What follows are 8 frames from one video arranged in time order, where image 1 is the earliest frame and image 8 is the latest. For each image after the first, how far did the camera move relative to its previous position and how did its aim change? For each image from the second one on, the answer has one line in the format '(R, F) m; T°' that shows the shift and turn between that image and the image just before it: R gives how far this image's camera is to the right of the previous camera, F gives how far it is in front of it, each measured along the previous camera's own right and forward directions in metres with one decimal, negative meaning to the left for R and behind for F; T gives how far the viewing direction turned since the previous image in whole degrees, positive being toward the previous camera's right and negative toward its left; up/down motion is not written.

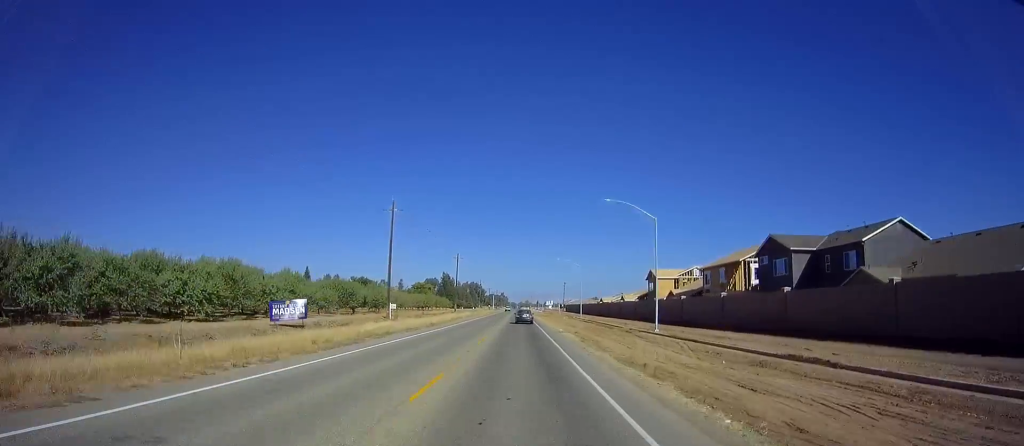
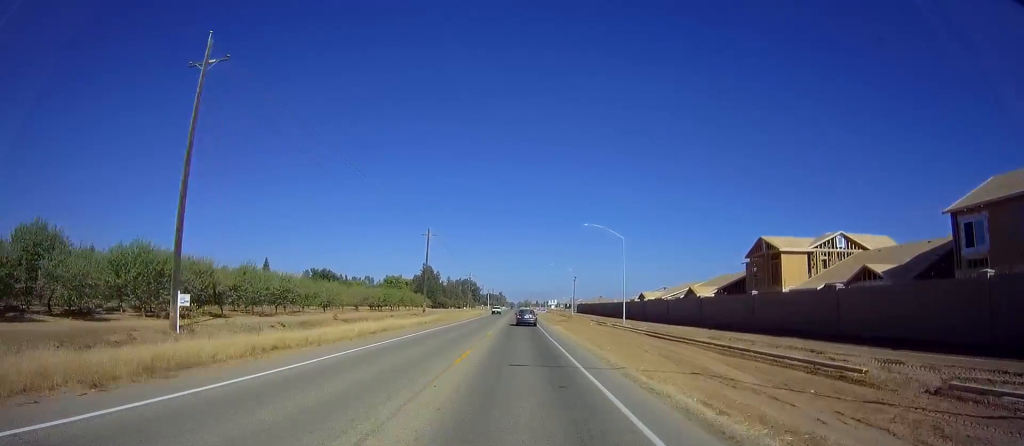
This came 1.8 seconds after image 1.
(0.0, +37.5) m; -1°
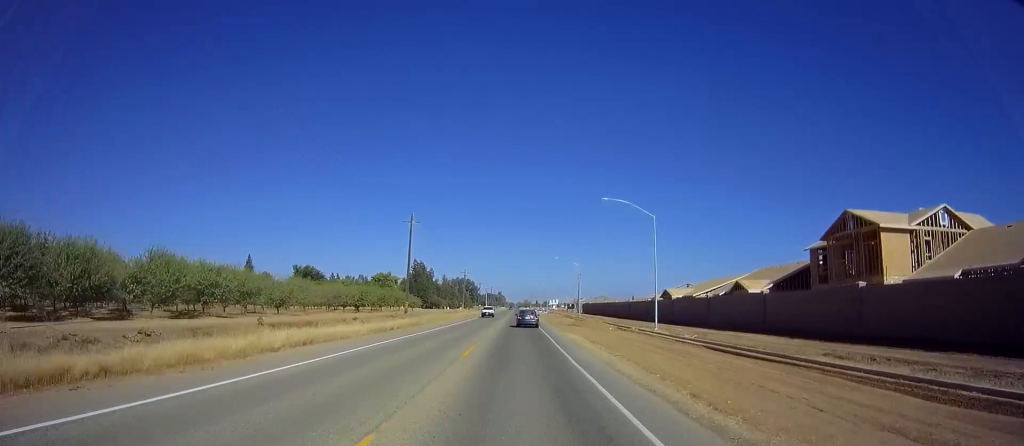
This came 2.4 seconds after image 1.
(0.0, +12.7) m; 0°
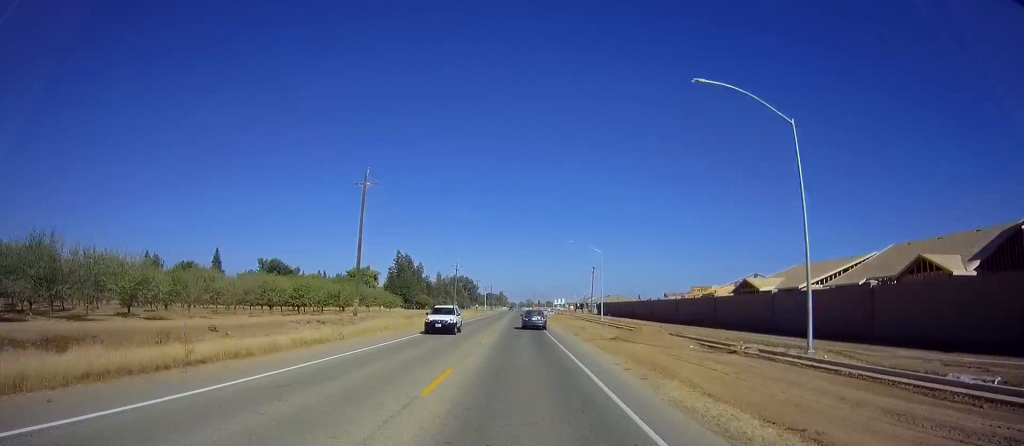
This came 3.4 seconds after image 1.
(0.0, +22.4) m; 0°
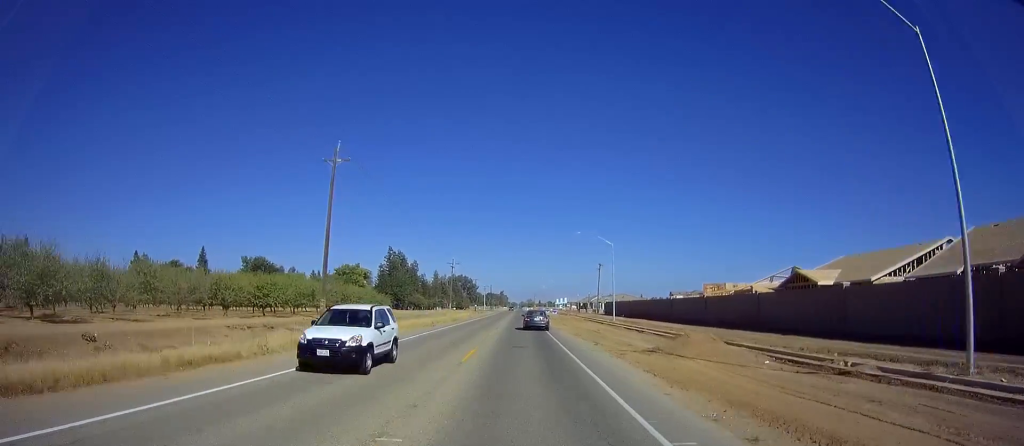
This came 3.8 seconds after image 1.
(0.0, +8.3) m; 0°
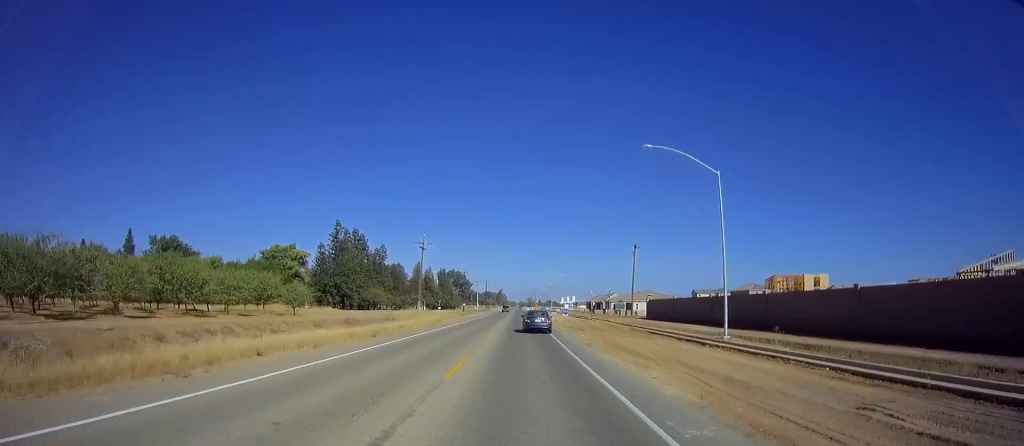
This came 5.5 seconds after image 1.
(+0.1, +33.4) m; 0°
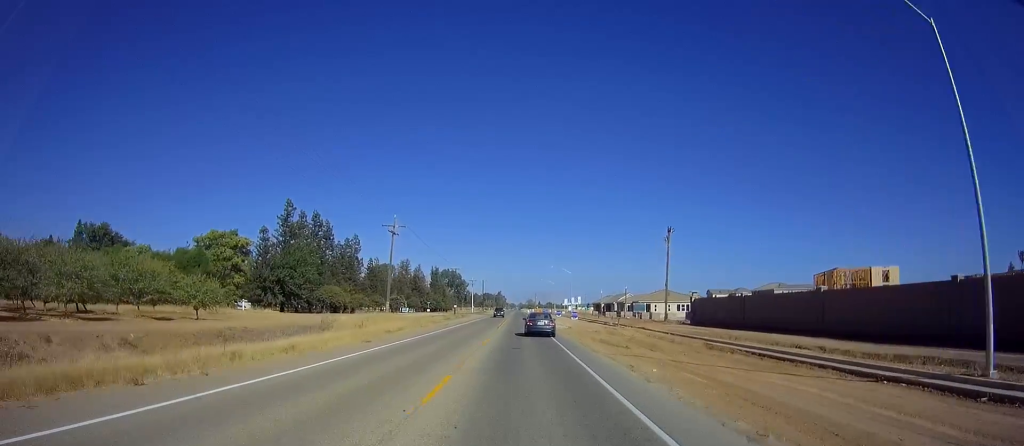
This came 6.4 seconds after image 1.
(-0.1, +17.8) m; 0°
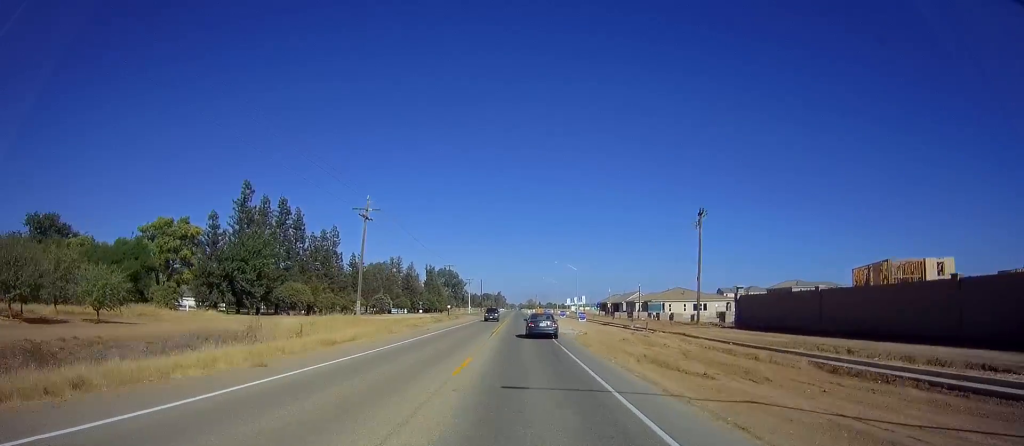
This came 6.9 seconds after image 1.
(0.0, +10.5) m; 0°
